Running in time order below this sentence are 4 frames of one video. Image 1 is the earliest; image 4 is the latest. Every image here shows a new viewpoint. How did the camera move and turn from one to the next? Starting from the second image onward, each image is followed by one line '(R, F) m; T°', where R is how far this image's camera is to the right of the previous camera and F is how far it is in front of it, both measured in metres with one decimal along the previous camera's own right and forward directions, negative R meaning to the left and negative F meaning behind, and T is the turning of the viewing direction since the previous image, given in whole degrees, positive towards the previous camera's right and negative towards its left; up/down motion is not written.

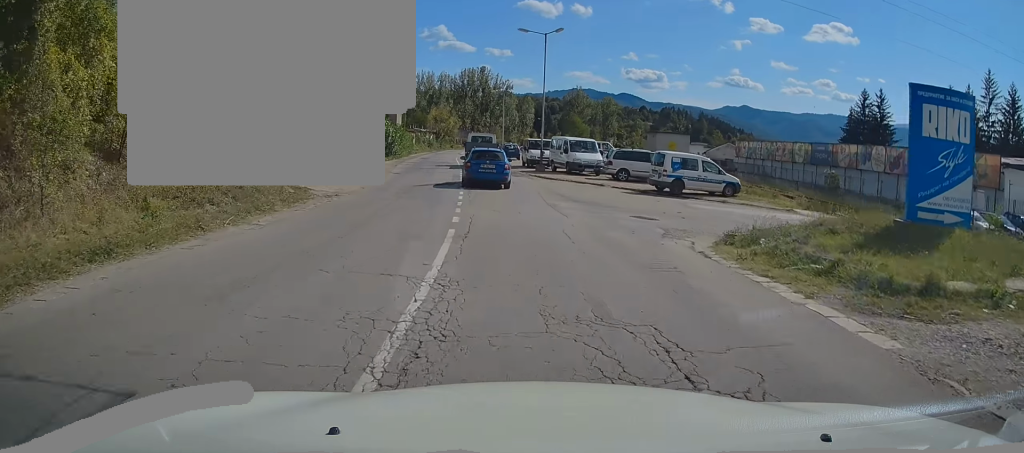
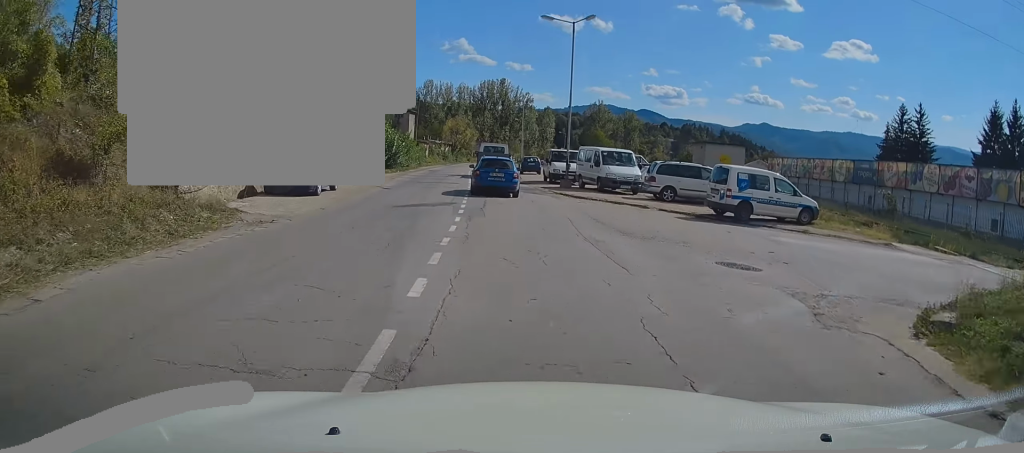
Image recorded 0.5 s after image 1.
(-0.1, +6.5) m; -1°
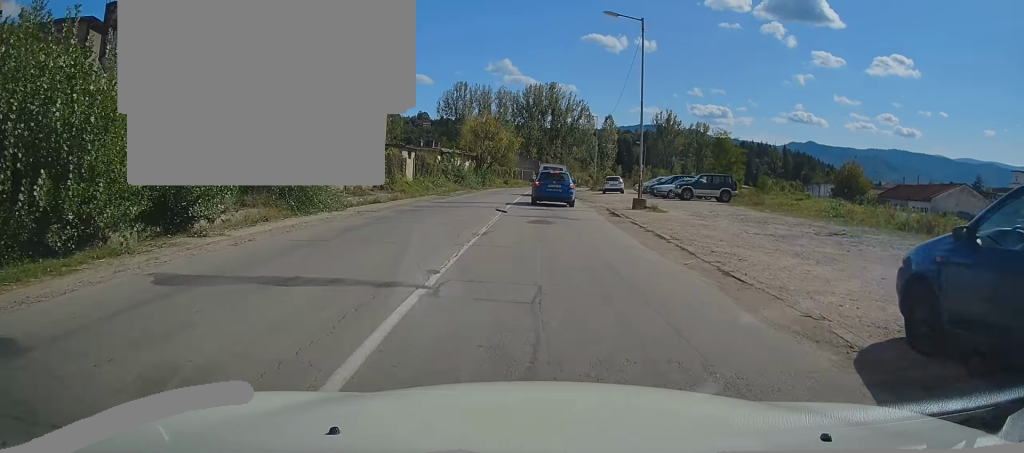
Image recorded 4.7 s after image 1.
(-3.9, +49.4) m; -6°
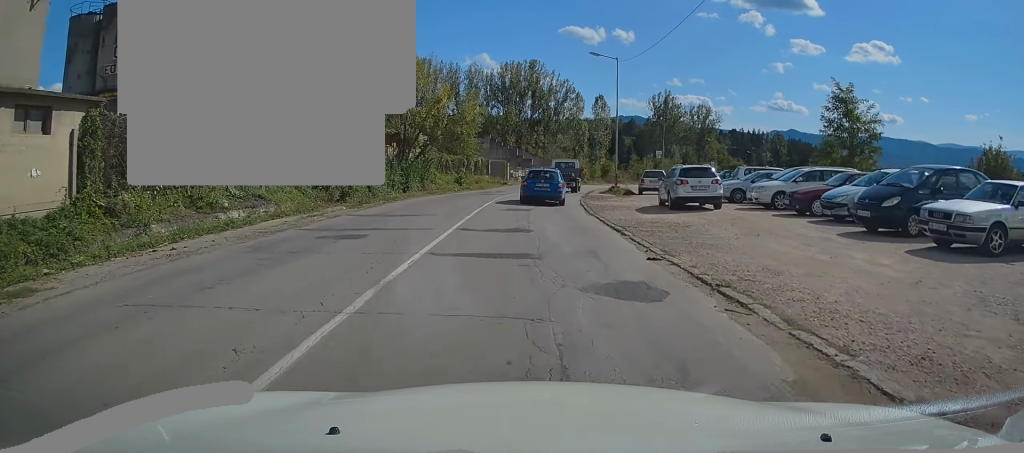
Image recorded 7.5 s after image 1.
(+1.3, +33.6) m; +3°
